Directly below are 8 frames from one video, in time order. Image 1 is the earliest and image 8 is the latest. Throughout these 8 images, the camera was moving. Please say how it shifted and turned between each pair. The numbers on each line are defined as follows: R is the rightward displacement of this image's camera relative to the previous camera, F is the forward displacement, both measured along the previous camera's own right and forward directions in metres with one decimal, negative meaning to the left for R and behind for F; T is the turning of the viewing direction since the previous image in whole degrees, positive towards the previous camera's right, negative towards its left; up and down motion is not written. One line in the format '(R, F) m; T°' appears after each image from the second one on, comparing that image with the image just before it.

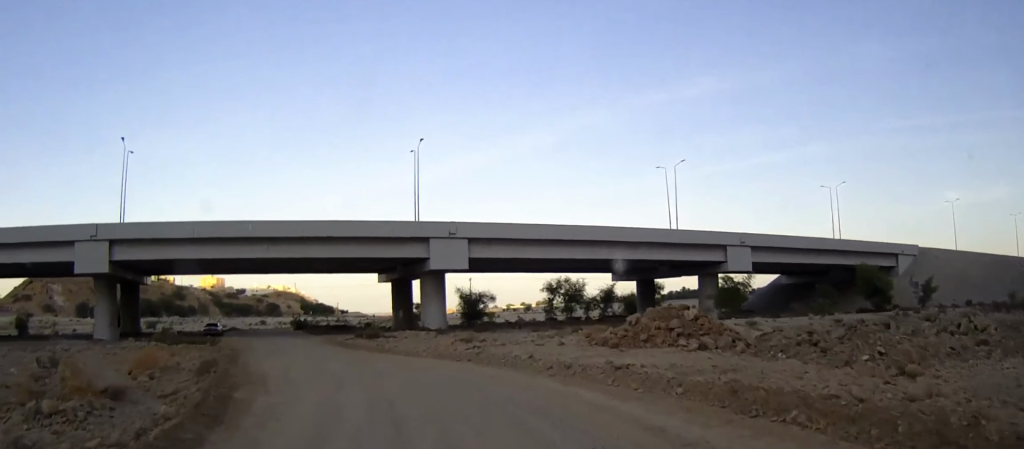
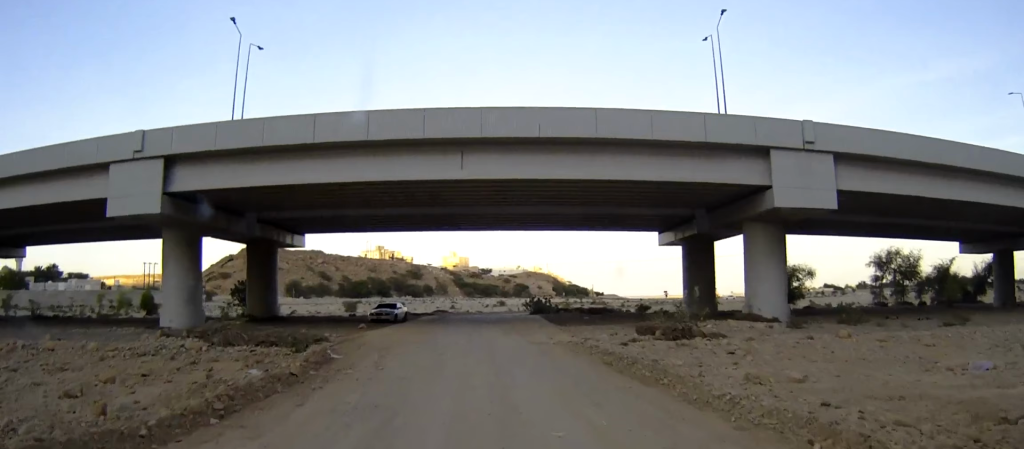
(-5.3, +26.5) m; -18°
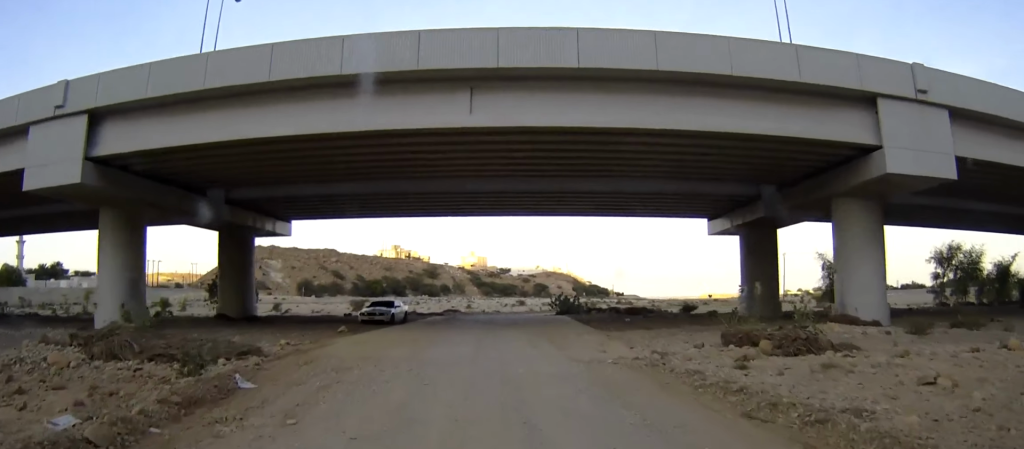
(-0.2, +8.4) m; -1°
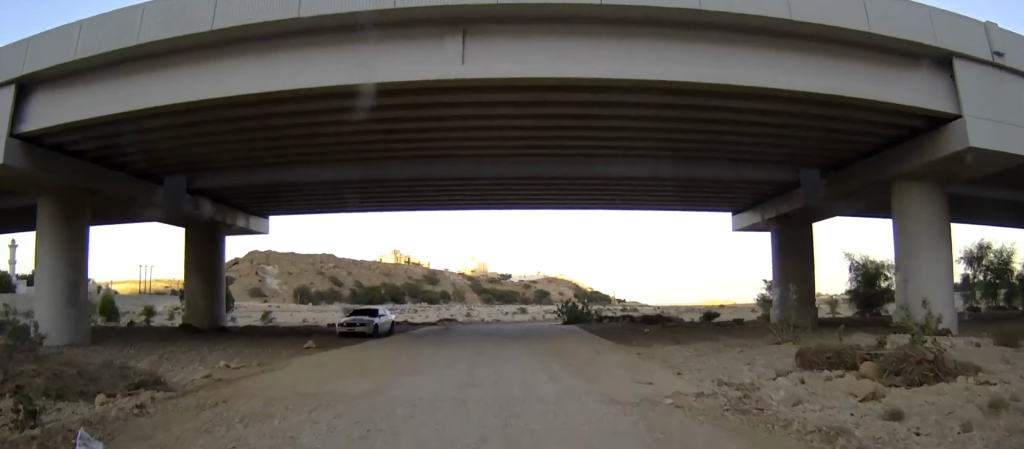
(0.0, +5.3) m; 0°
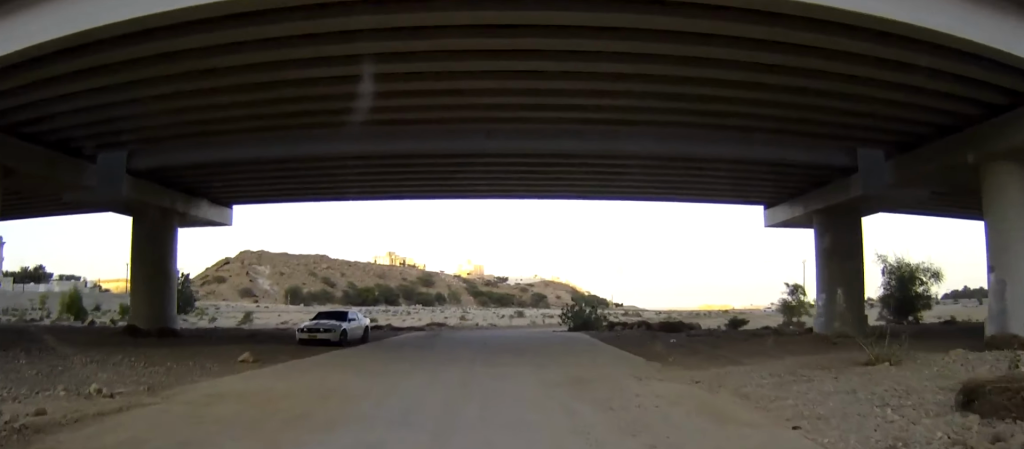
(0.0, +6.7) m; 0°
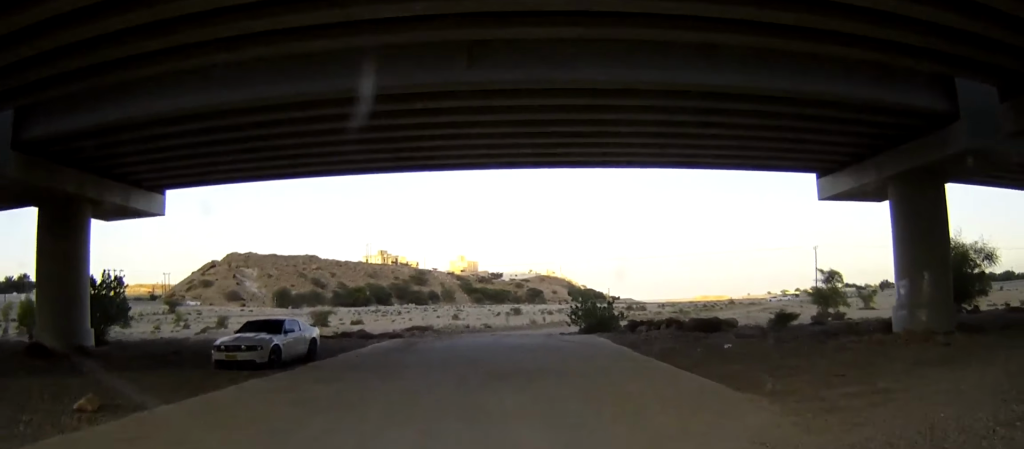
(0.0, +8.7) m; 0°
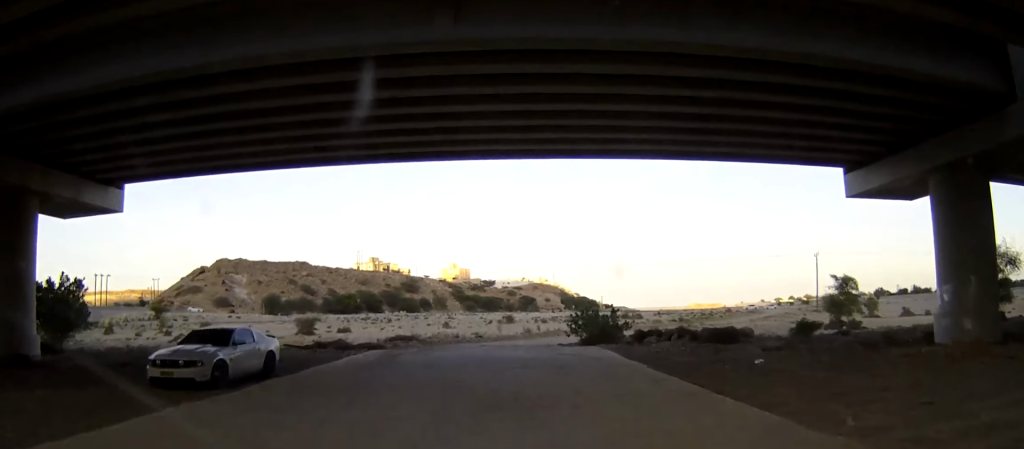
(0.0, +3.8) m; 0°
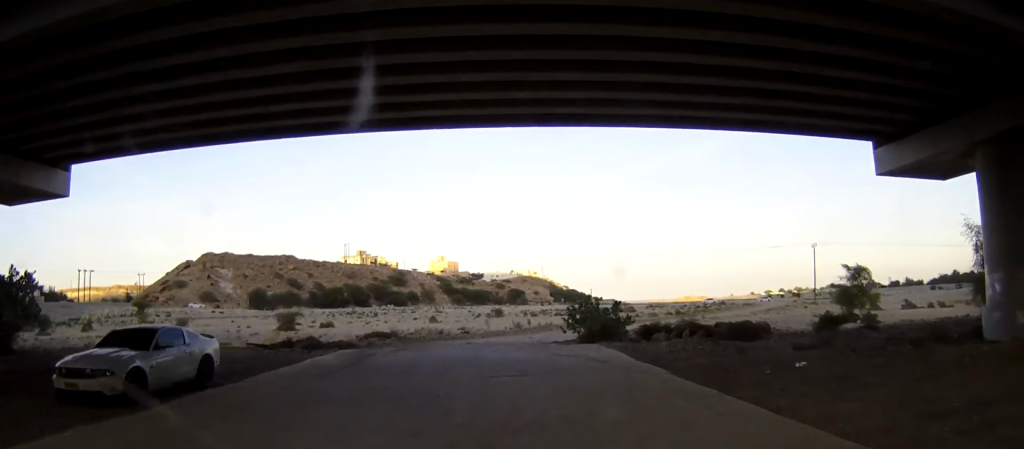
(0.0, +3.8) m; +1°
